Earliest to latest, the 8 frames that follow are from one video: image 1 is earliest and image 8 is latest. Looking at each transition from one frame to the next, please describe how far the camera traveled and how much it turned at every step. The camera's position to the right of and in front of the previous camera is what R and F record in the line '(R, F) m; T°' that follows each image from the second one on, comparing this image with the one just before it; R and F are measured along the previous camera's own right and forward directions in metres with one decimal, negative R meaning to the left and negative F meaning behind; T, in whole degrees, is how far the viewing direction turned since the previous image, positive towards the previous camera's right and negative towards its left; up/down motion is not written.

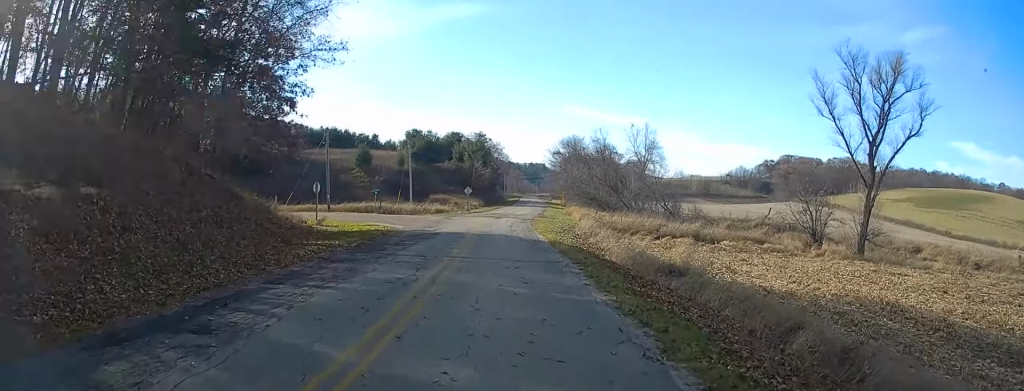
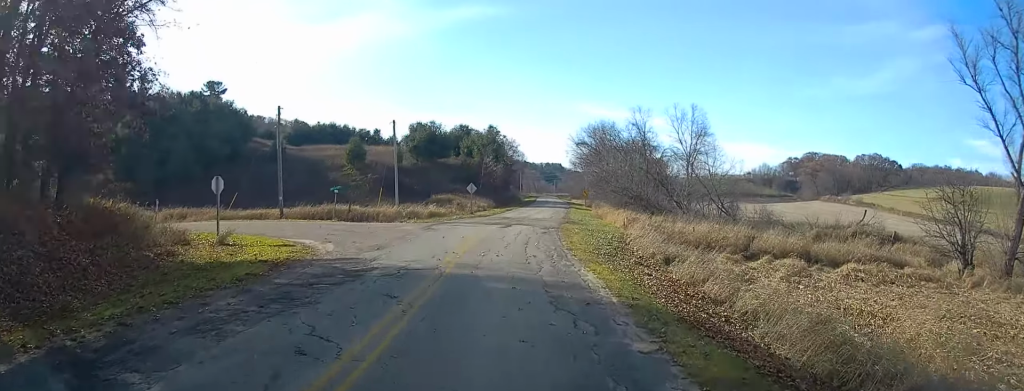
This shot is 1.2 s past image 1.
(+0.2, +17.8) m; 0°
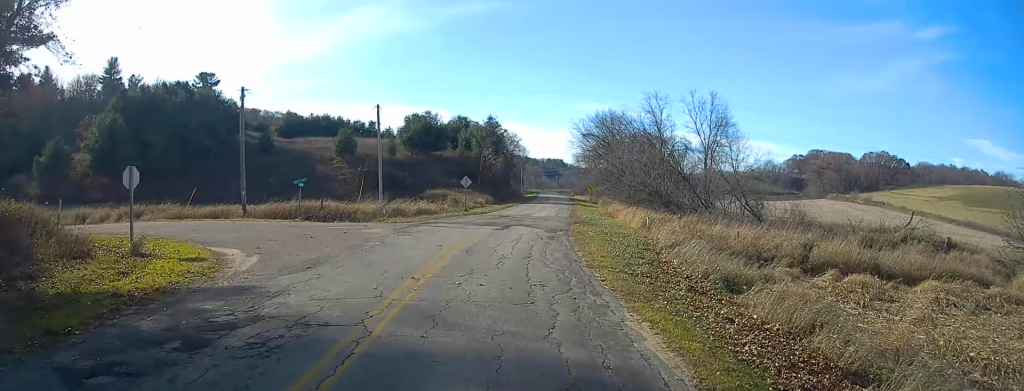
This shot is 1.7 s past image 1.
(-0.1, +7.0) m; 0°
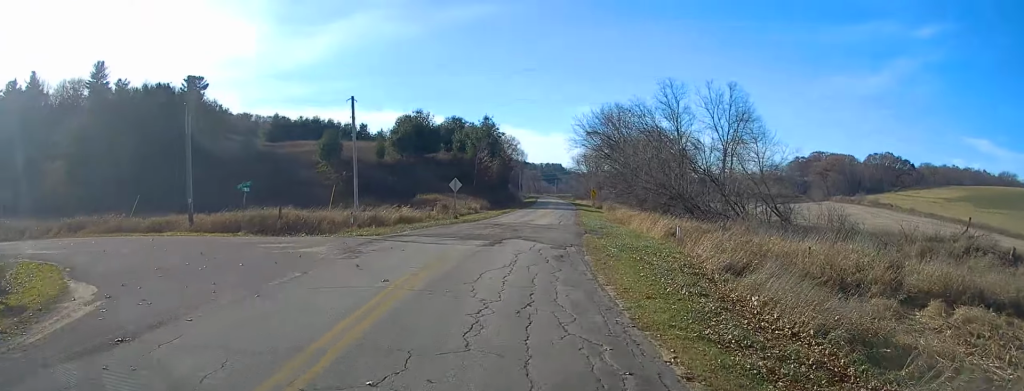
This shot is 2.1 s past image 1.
(-0.1, +7.0) m; -1°
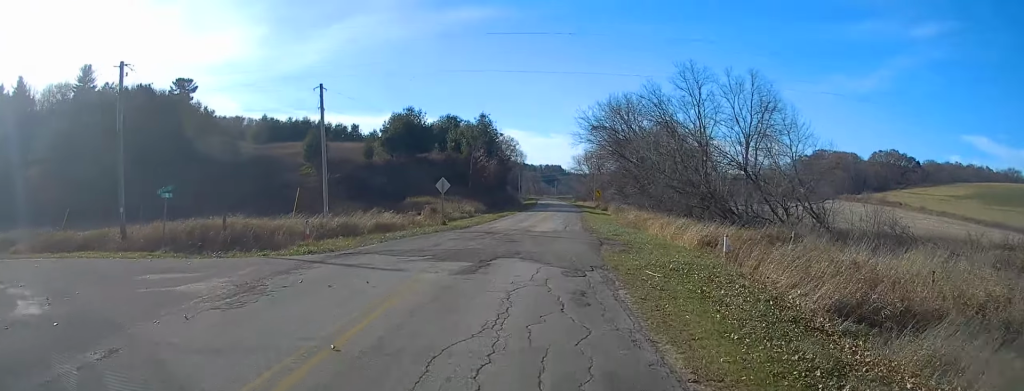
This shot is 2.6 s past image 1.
(0.0, +6.7) m; 0°
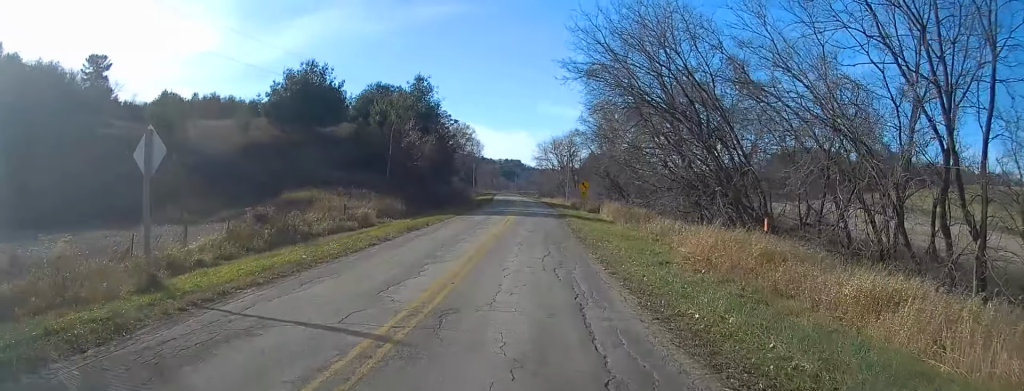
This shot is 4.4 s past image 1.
(+0.5, +29.9) m; +3°
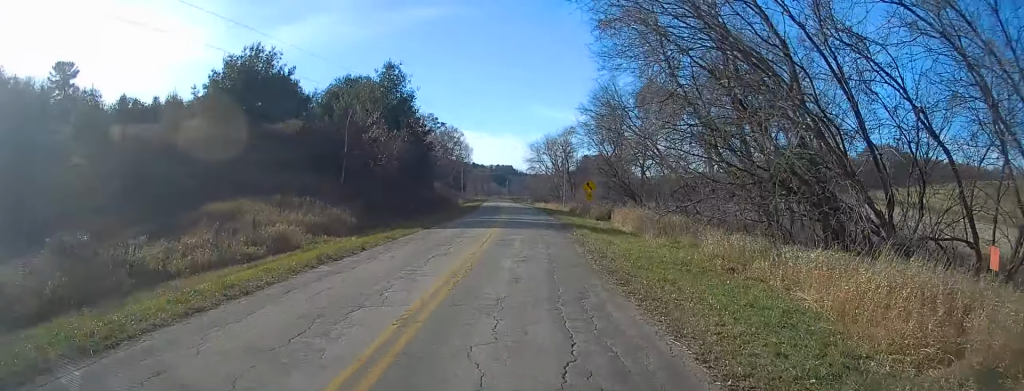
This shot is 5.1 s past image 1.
(+0.2, +11.6) m; +1°
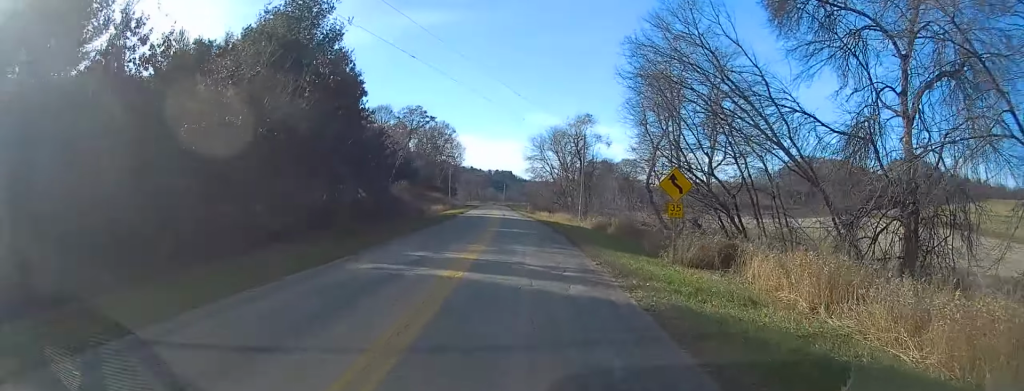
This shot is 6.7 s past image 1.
(+0.3, +27.3) m; 0°
